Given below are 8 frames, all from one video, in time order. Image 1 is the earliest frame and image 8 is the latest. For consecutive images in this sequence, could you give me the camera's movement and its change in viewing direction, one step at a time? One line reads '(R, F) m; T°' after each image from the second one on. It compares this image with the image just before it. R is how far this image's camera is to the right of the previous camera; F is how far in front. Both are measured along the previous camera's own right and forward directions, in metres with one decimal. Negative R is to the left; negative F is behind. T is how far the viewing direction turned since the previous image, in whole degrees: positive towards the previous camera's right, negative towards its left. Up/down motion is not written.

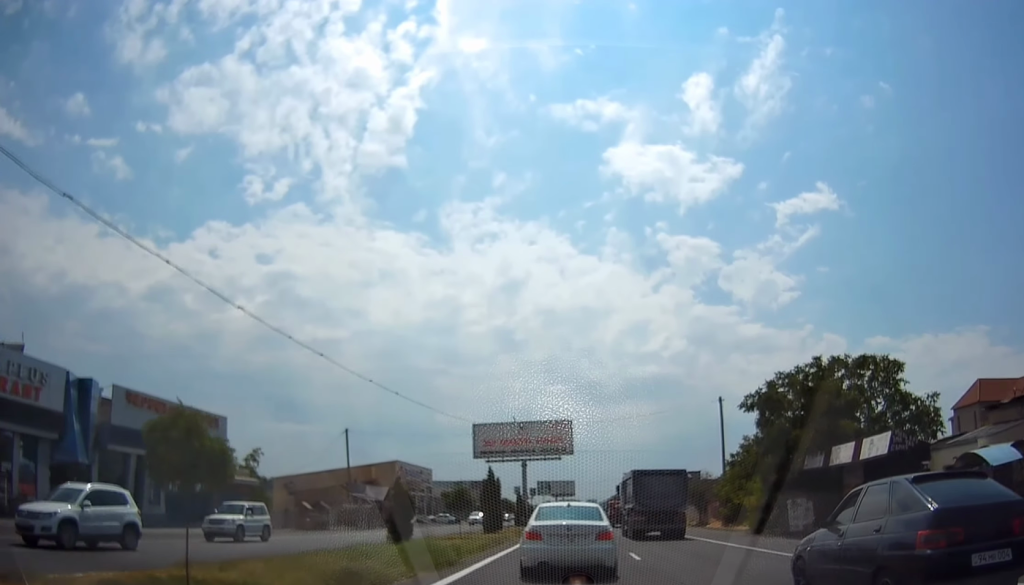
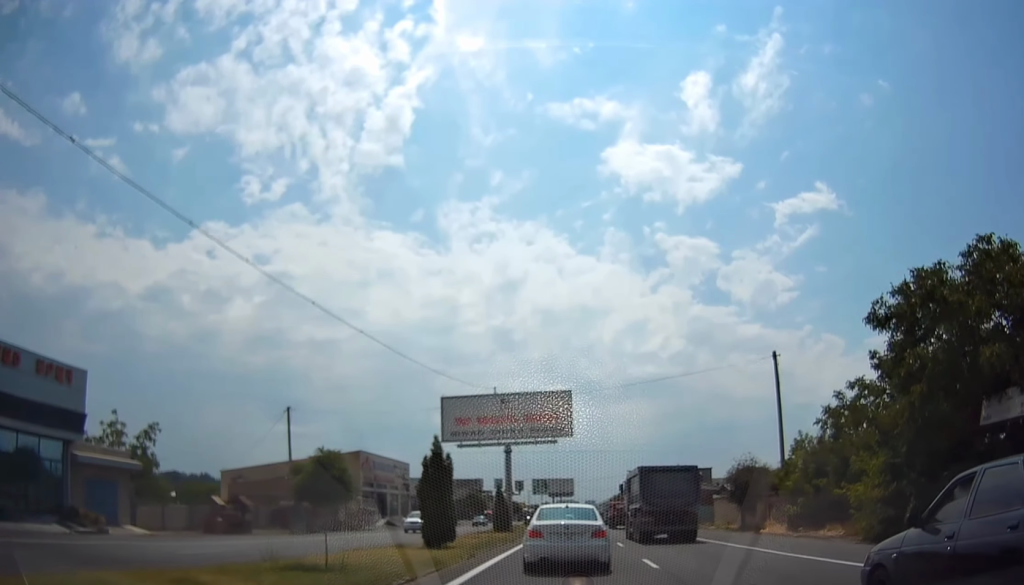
(+0.3, +15.2) m; 0°
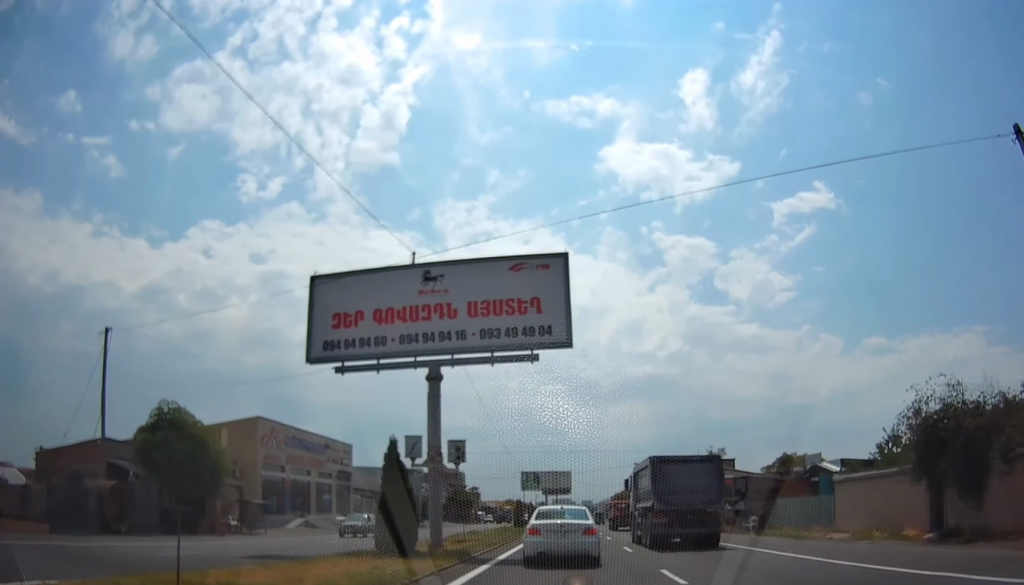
(-0.5, +25.0) m; -2°
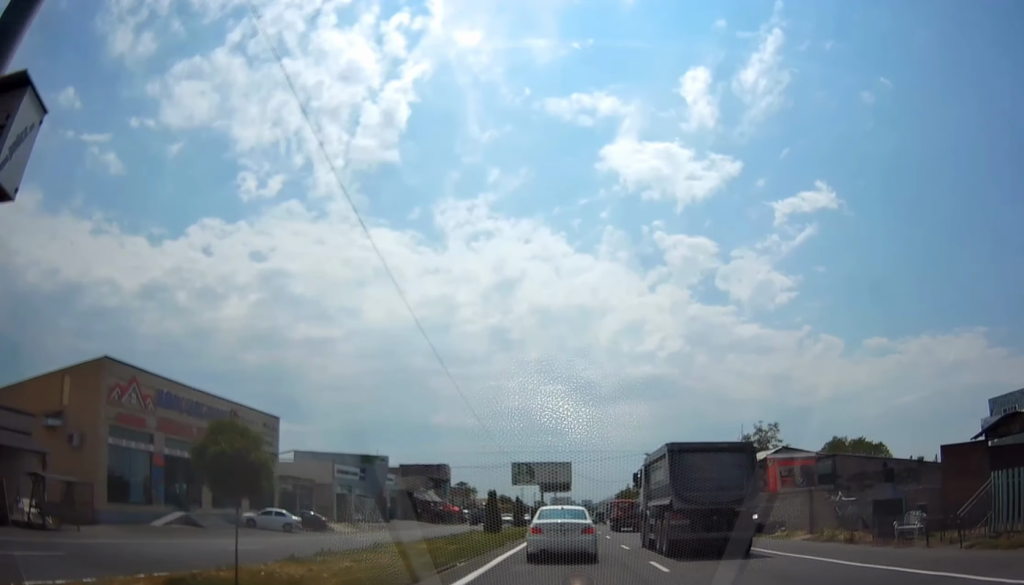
(+0.2, +19.3) m; +2°
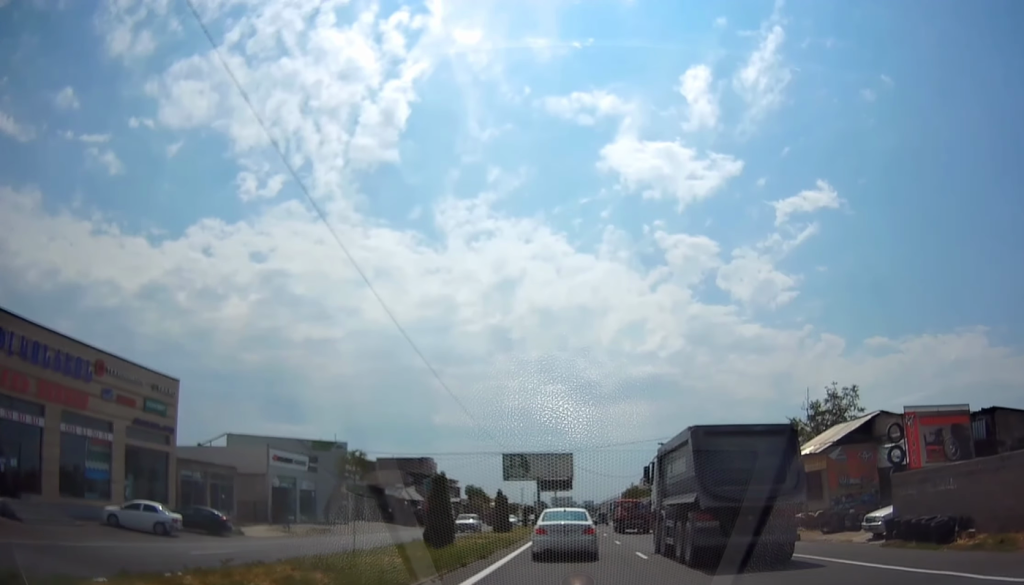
(+0.3, +15.9) m; +1°
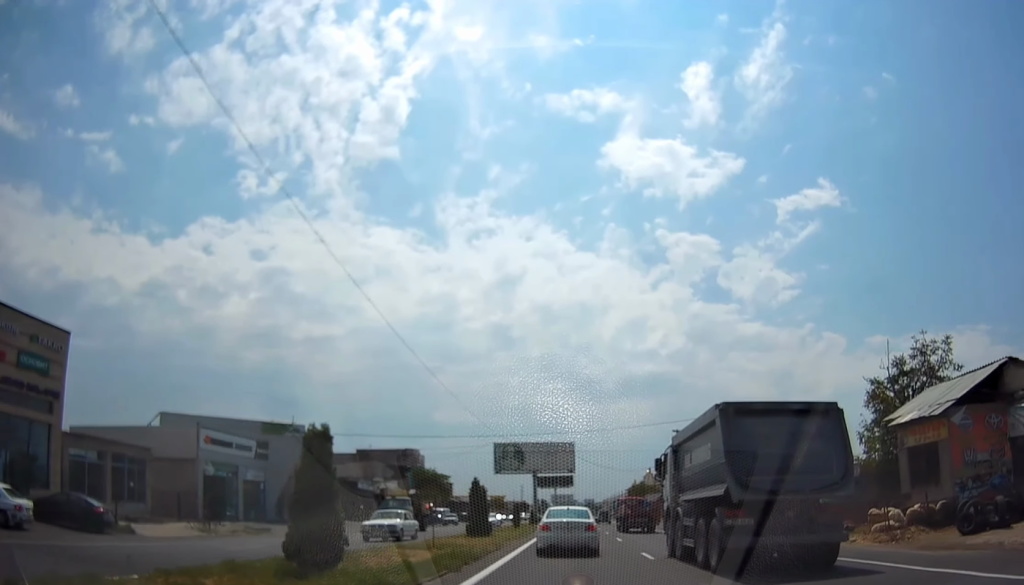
(+0.1, +11.0) m; -2°
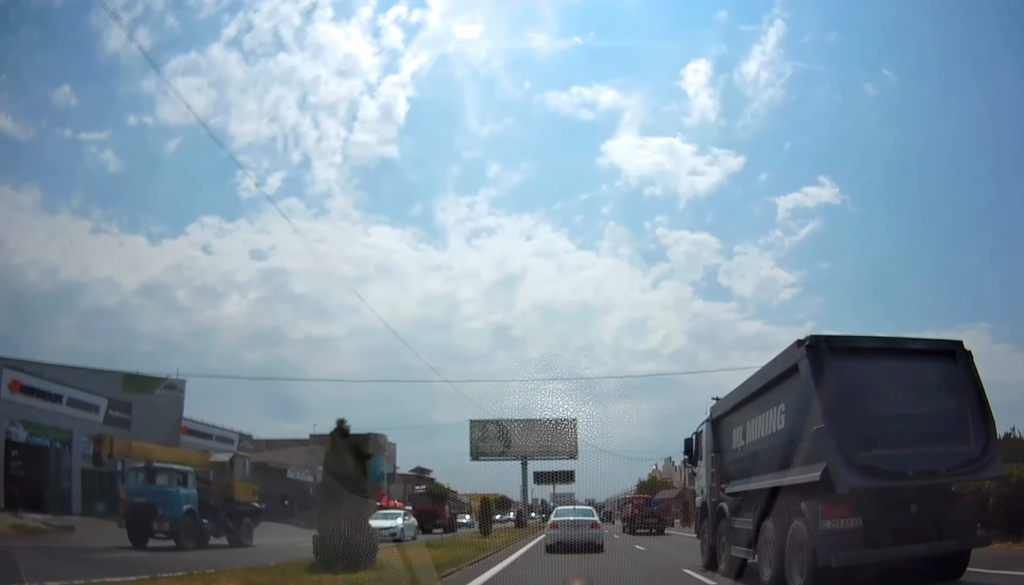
(-0.6, +18.8) m; 0°
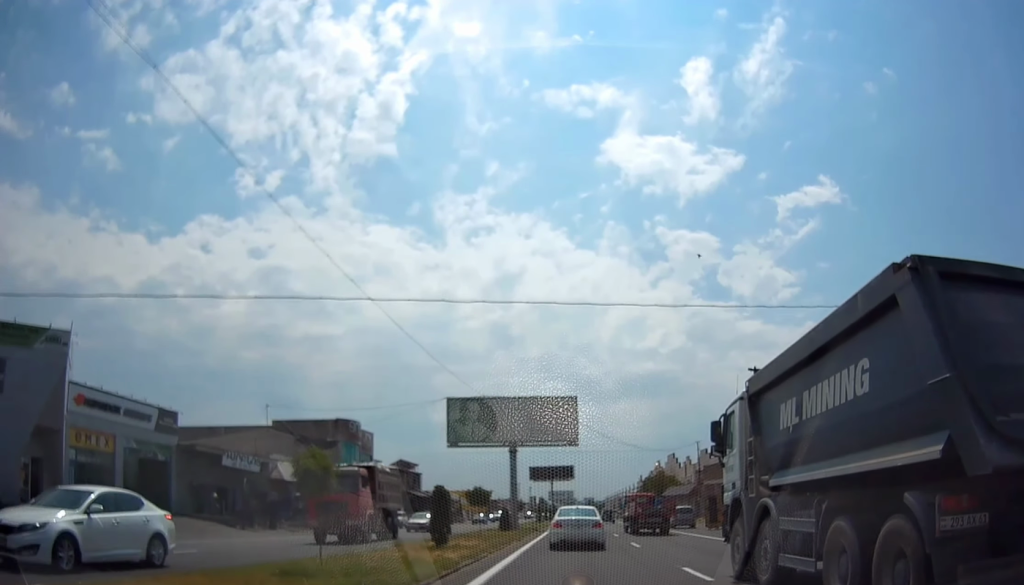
(+0.6, +10.8) m; +1°
